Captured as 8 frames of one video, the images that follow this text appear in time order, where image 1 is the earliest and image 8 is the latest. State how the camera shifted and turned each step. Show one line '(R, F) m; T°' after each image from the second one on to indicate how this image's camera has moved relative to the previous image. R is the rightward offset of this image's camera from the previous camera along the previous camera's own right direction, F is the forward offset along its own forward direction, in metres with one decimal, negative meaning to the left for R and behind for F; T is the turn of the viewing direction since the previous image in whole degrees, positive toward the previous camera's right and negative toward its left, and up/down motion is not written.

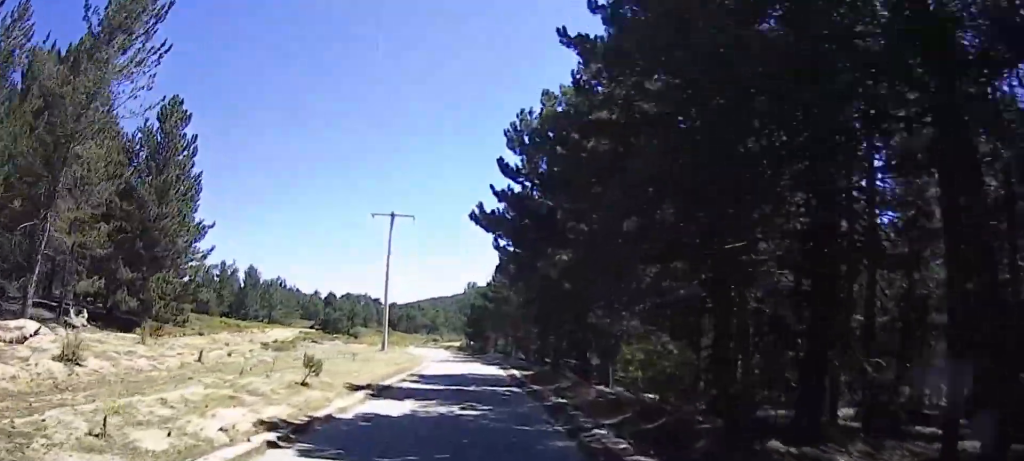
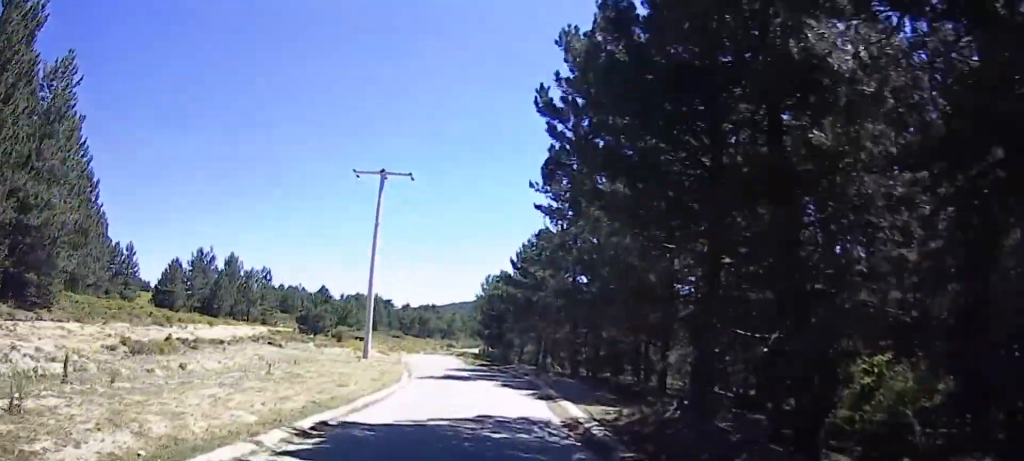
(0.0, +15.4) m; 0°
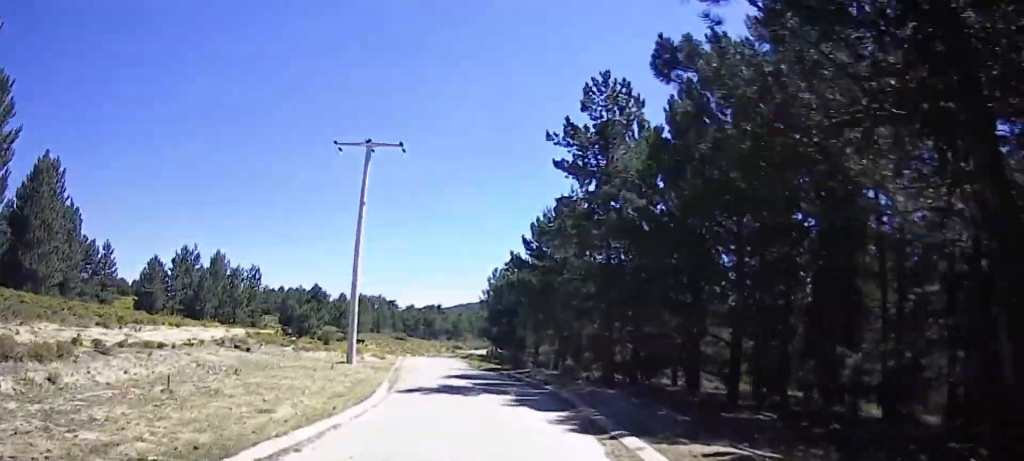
(0.0, +6.7) m; 0°
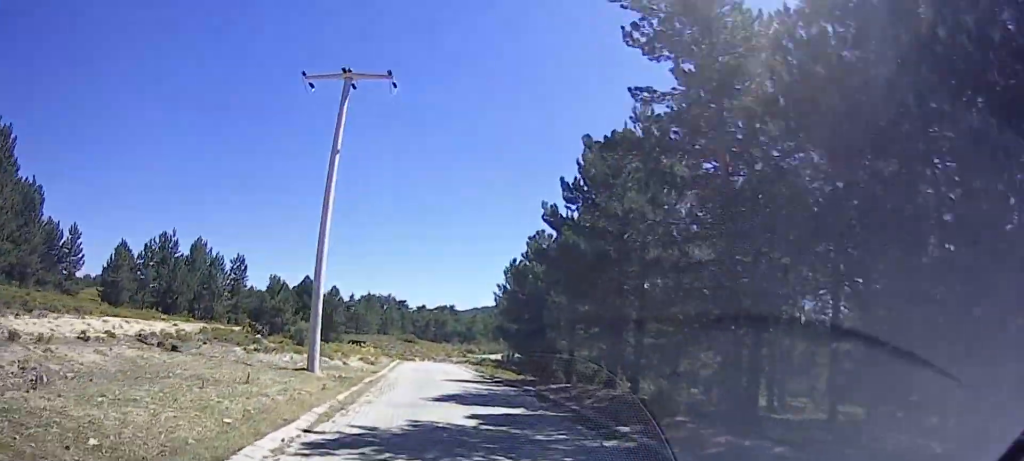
(0.0, +9.8) m; 0°
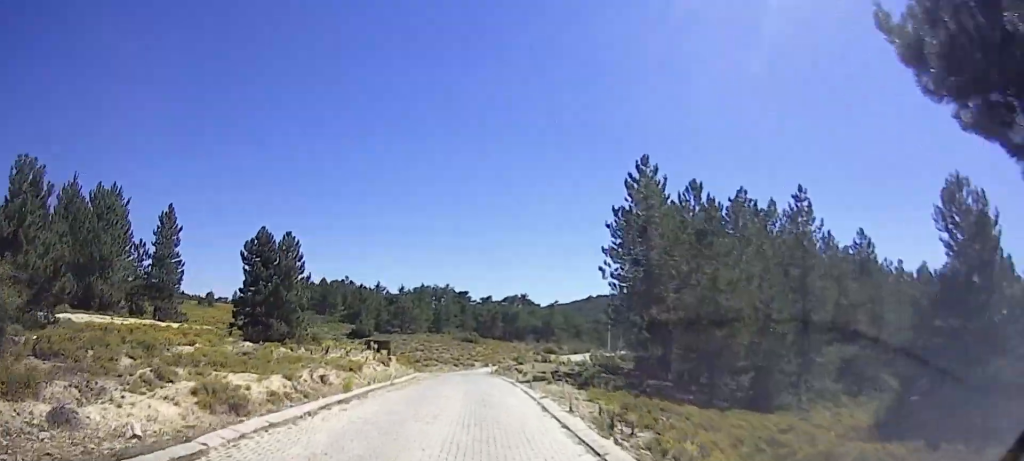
(0.0, +29.7) m; 0°
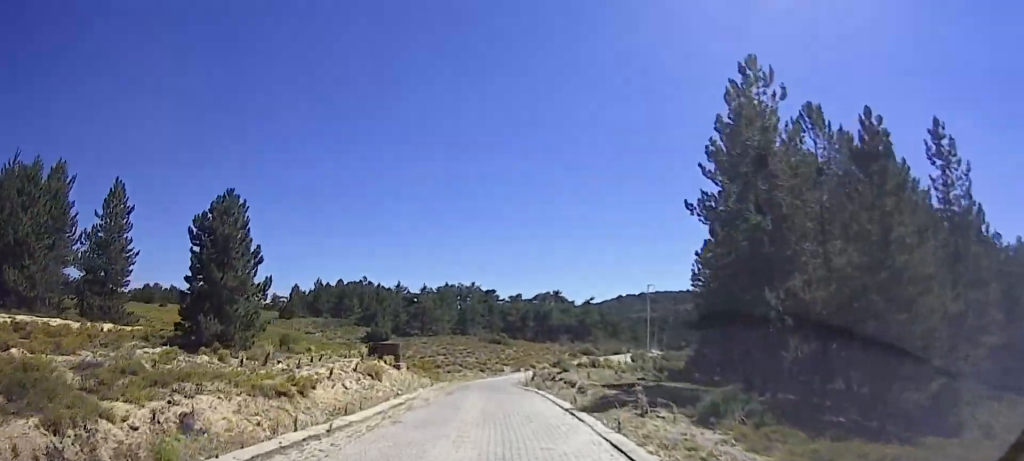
(0.0, +10.1) m; 0°
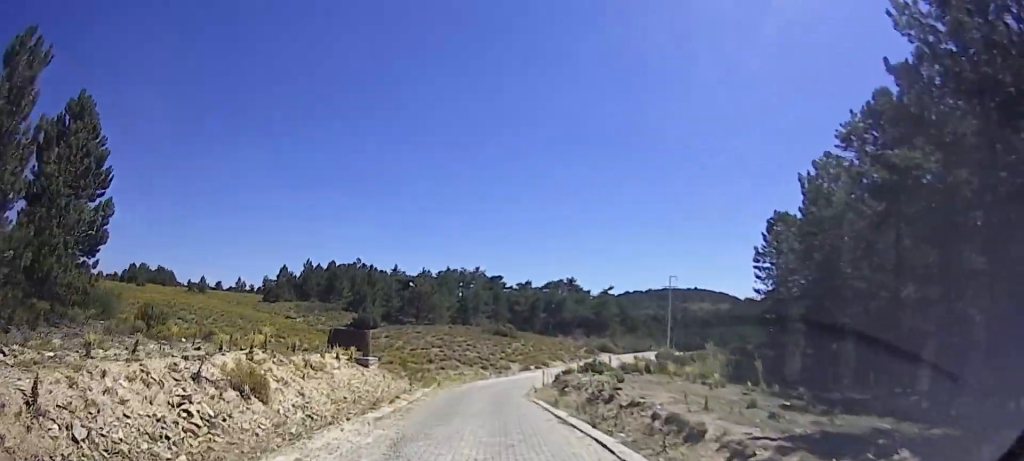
(0.0, +12.2) m; 0°
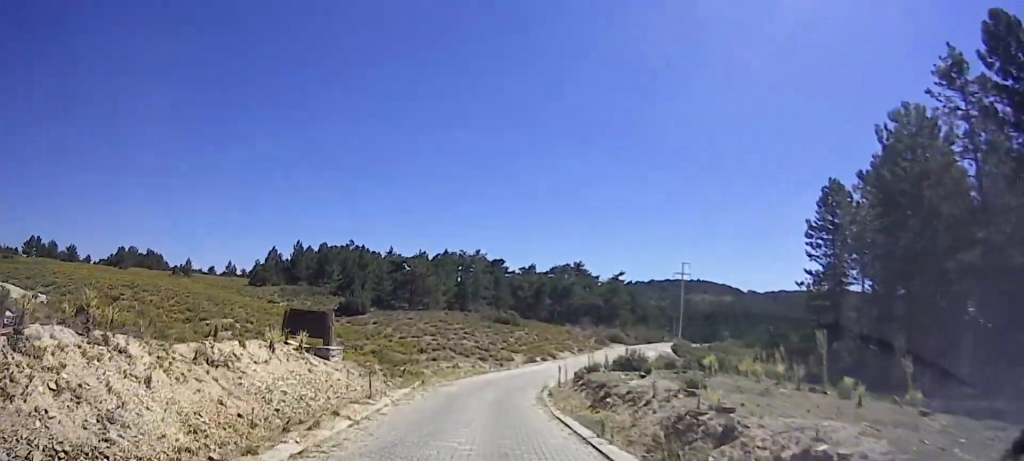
(0.0, +7.4) m; 0°
